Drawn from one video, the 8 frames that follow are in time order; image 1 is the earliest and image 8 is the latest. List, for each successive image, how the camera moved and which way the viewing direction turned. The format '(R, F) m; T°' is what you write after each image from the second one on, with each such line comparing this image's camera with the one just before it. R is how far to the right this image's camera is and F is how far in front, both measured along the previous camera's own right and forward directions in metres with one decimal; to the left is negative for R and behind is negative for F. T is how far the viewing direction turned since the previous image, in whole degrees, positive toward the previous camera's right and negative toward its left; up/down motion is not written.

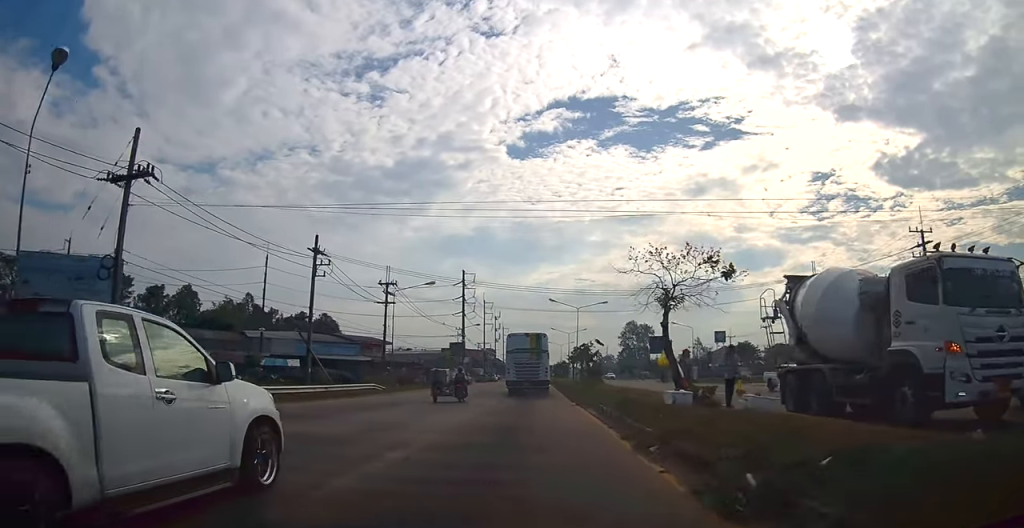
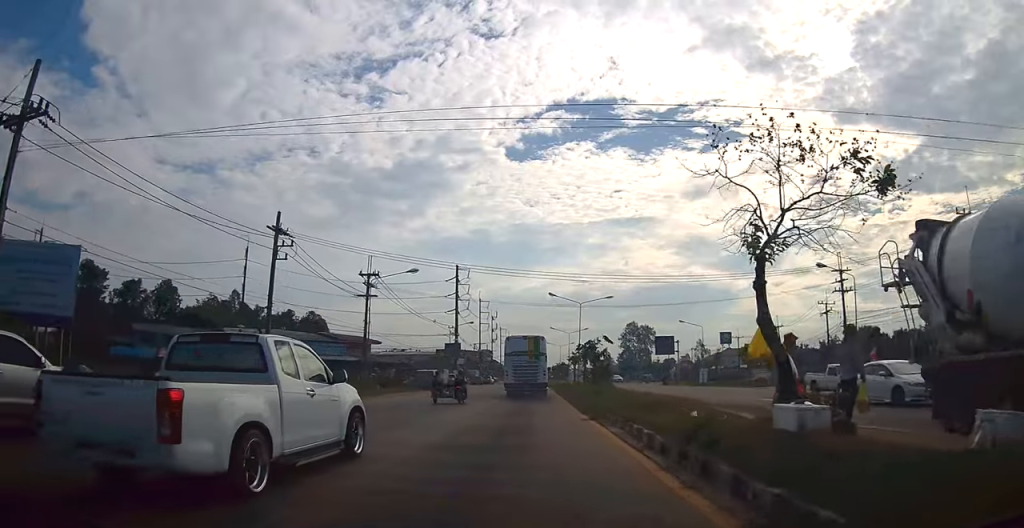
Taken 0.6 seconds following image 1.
(0.0, +6.2) m; 0°
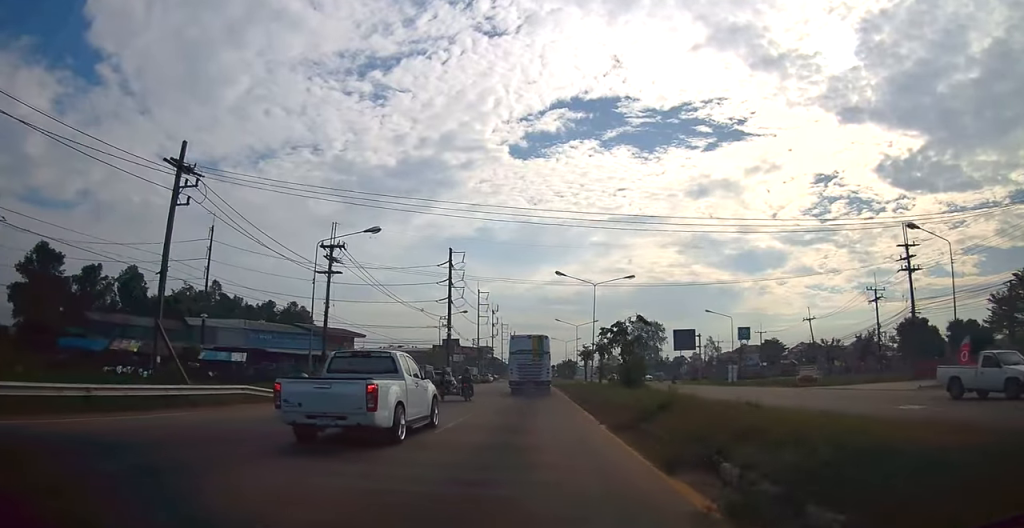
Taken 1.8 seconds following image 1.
(-0.1, +10.9) m; 0°
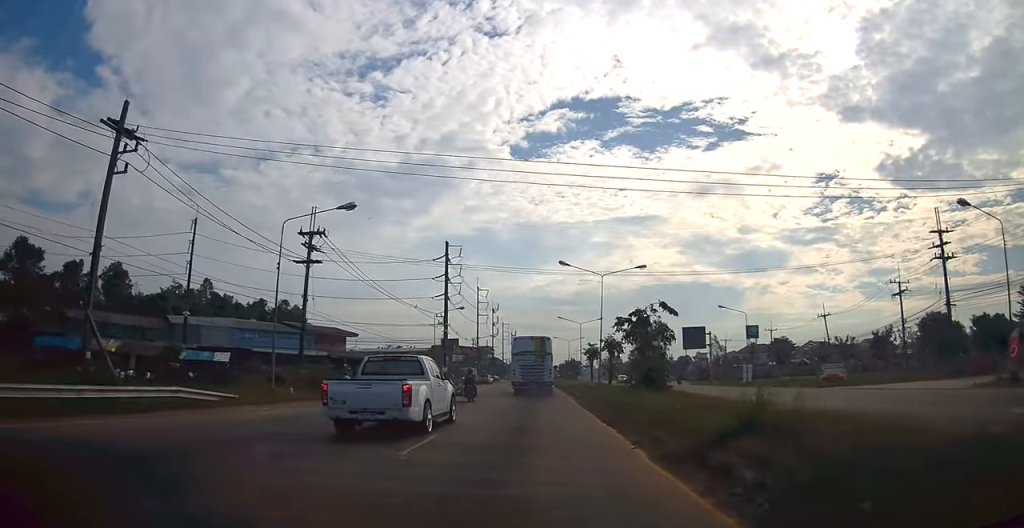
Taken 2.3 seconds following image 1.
(0.0, +4.5) m; 0°
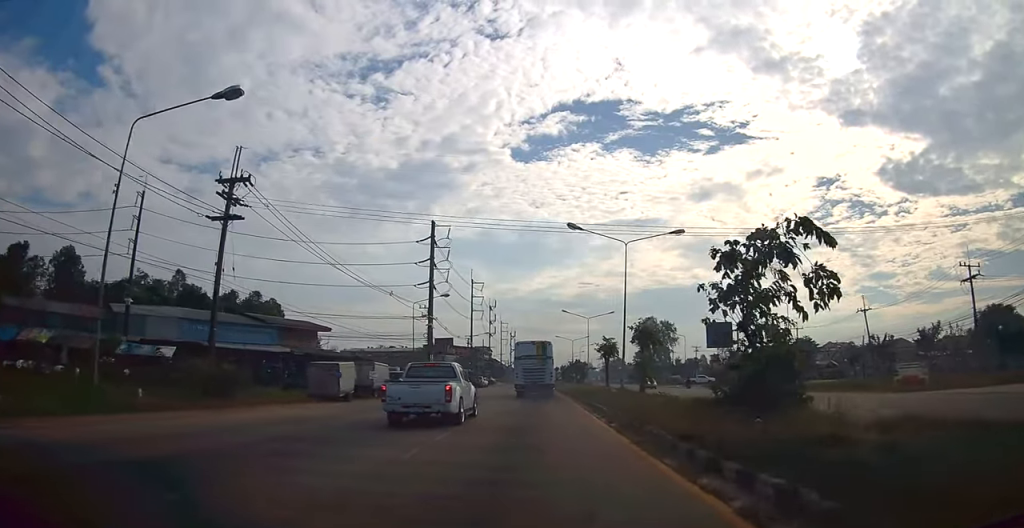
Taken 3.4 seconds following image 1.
(0.0, +11.4) m; 0°
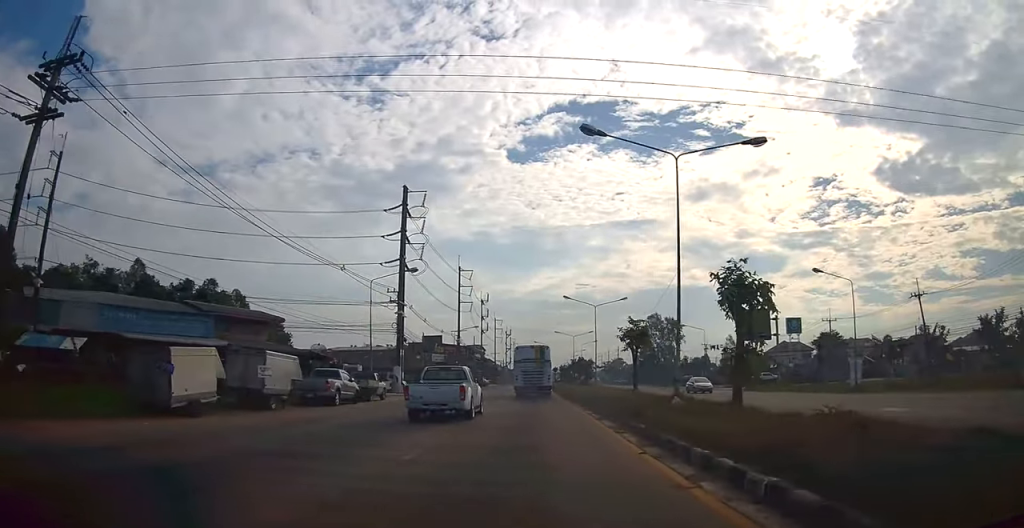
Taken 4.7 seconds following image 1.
(0.0, +13.3) m; 0°
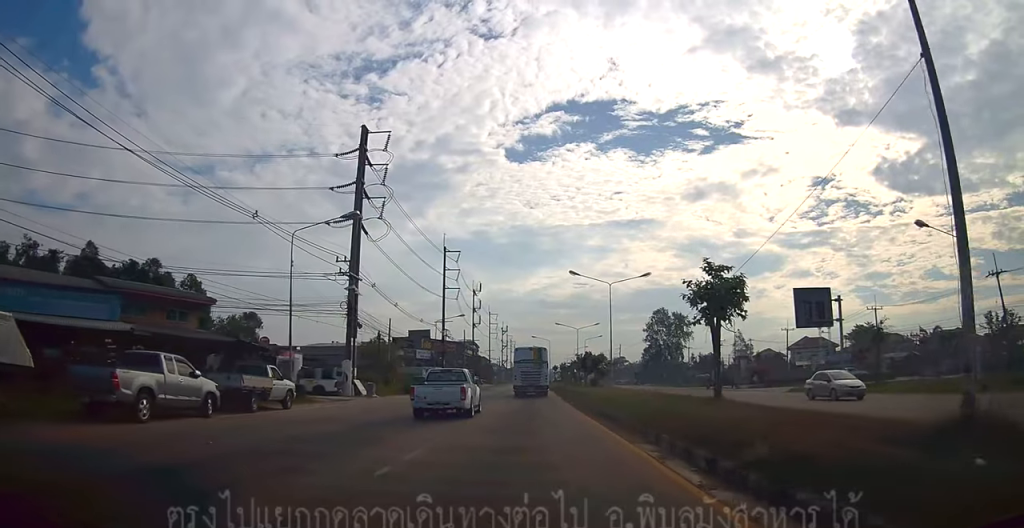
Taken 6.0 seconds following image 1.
(0.0, +14.4) m; +1°
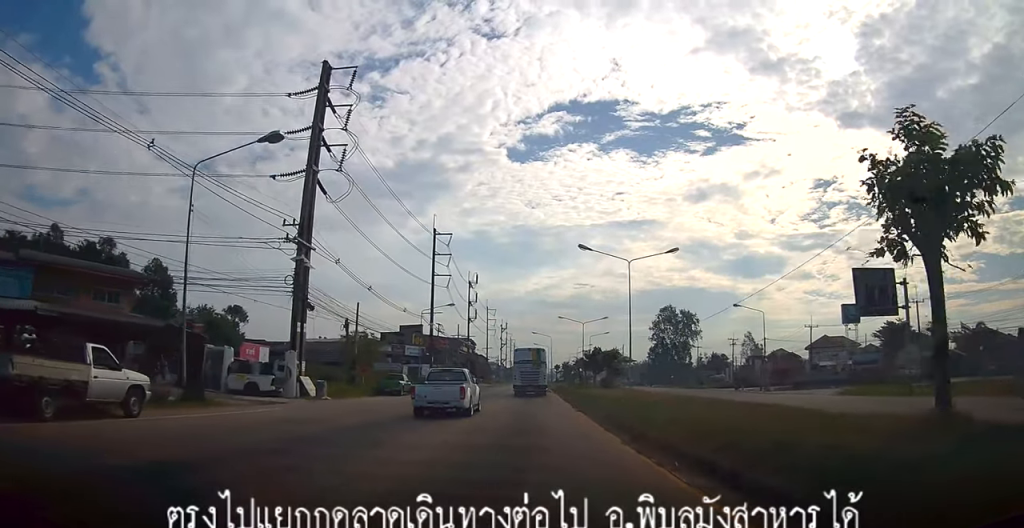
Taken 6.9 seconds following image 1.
(+0.3, +10.0) m; +1°
